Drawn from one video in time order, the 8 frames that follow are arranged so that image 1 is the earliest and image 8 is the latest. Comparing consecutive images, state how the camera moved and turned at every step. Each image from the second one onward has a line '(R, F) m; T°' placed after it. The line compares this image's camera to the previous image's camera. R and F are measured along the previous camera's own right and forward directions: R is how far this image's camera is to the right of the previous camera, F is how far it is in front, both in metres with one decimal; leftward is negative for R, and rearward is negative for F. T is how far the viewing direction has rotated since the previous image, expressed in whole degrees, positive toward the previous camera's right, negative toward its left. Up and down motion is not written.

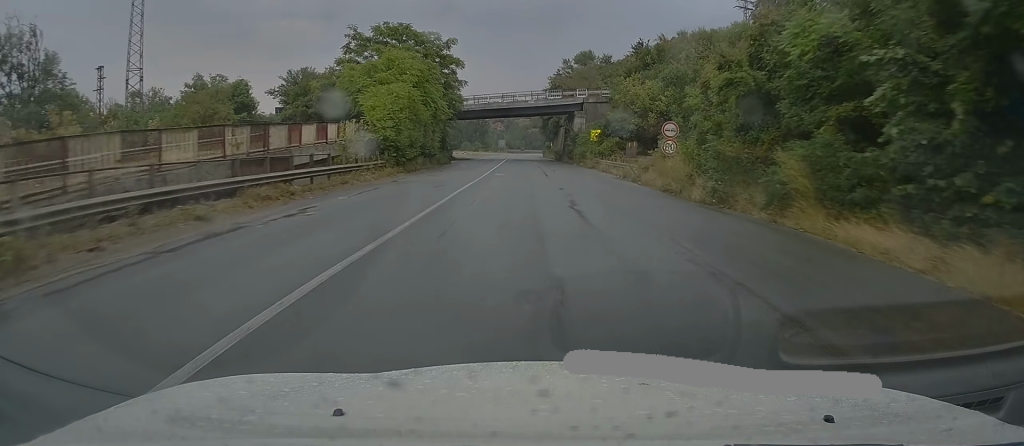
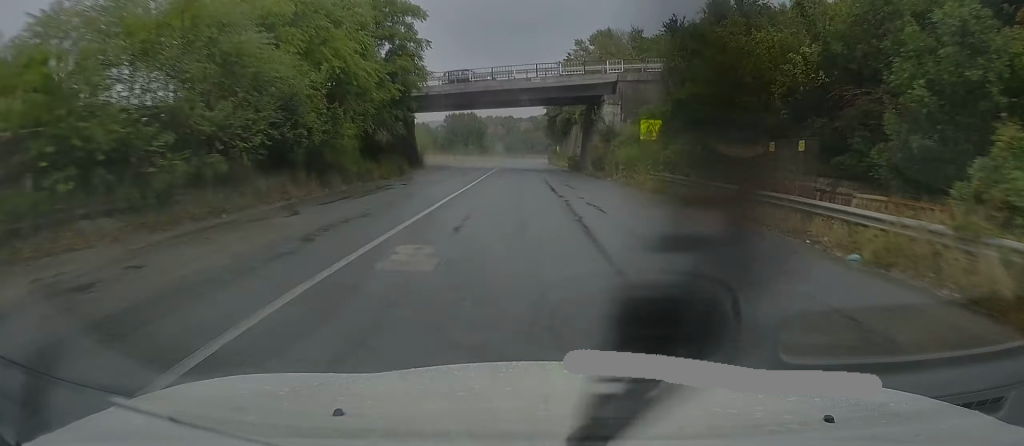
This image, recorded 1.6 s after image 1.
(+0.1, +24.8) m; -1°
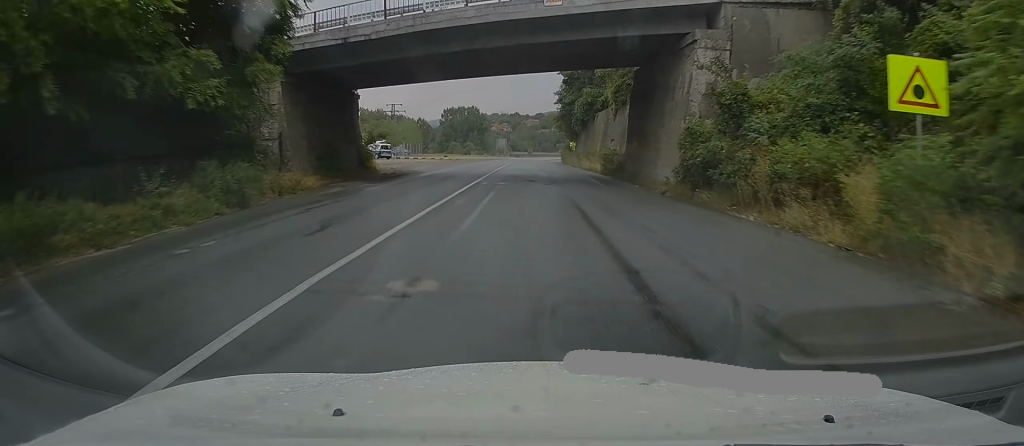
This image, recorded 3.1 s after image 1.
(-0.5, +22.3) m; -1°
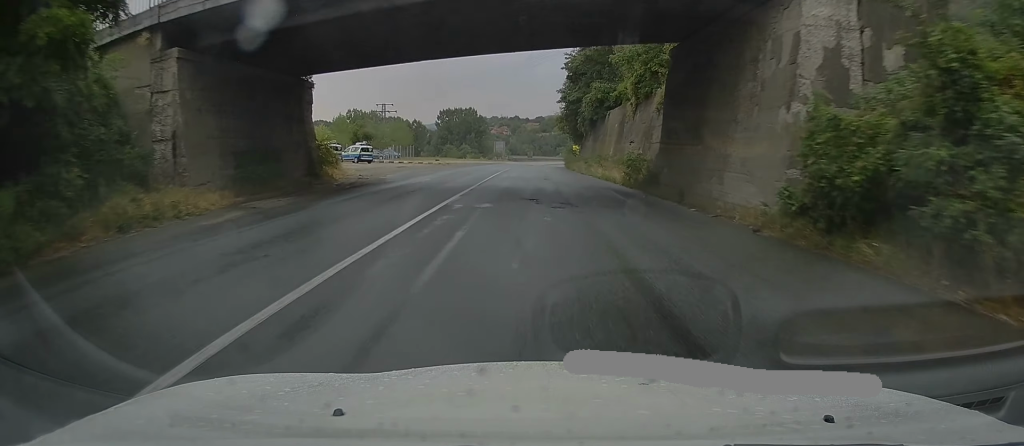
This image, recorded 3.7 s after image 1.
(0.0, +8.6) m; 0°
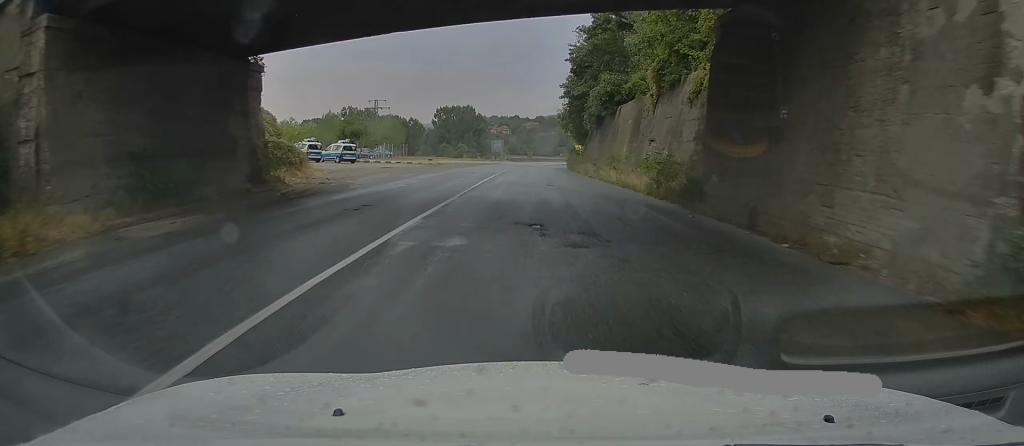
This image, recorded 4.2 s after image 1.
(0.0, +6.2) m; 0°
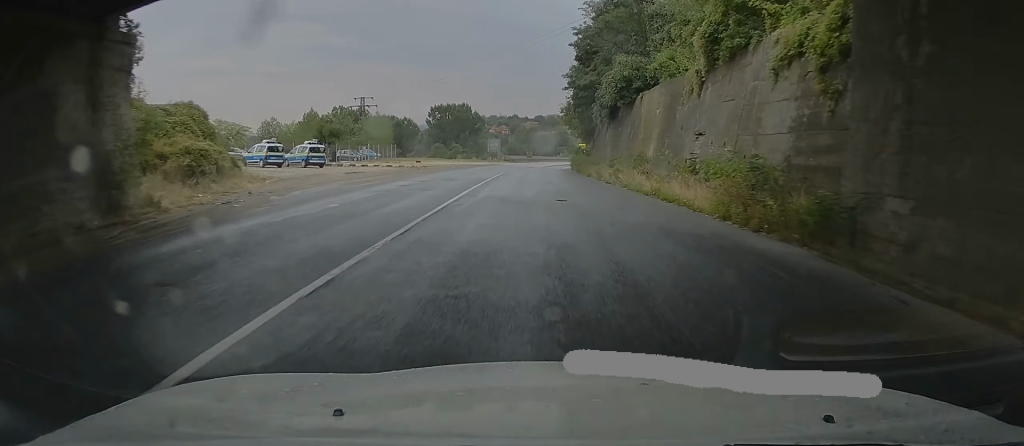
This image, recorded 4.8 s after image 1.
(0.0, +9.0) m; 0°
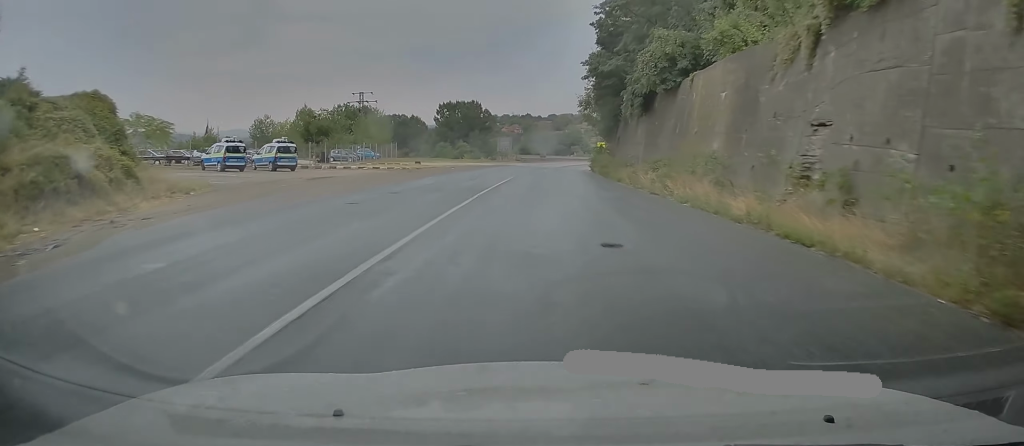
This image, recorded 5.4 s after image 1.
(0.0, +9.0) m; -1°
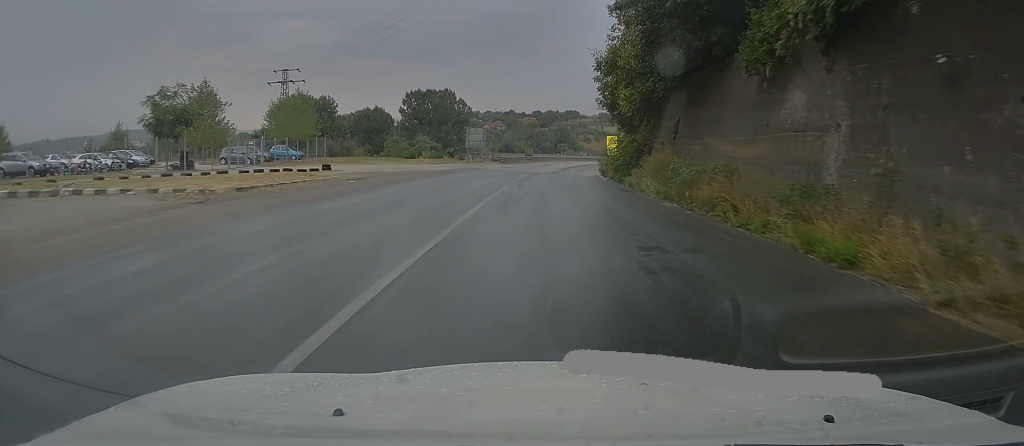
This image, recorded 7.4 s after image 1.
(+0.1, +26.5) m; +2°
